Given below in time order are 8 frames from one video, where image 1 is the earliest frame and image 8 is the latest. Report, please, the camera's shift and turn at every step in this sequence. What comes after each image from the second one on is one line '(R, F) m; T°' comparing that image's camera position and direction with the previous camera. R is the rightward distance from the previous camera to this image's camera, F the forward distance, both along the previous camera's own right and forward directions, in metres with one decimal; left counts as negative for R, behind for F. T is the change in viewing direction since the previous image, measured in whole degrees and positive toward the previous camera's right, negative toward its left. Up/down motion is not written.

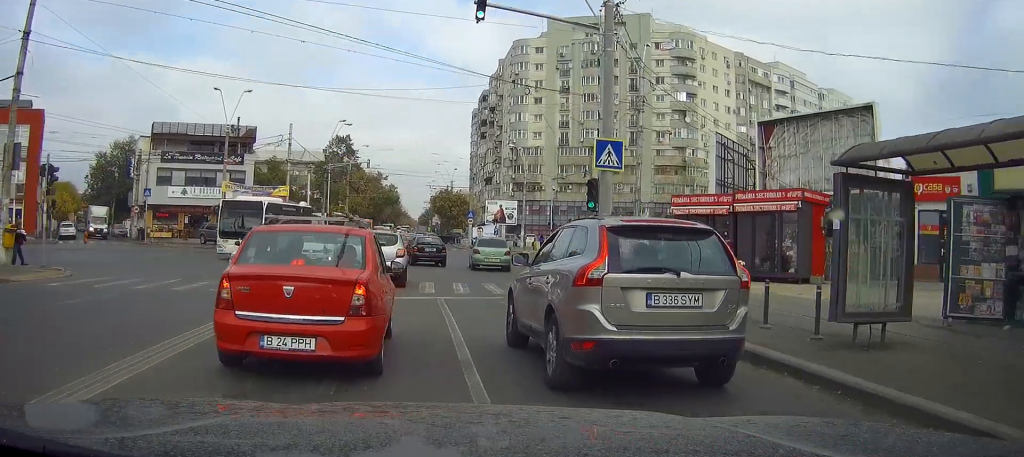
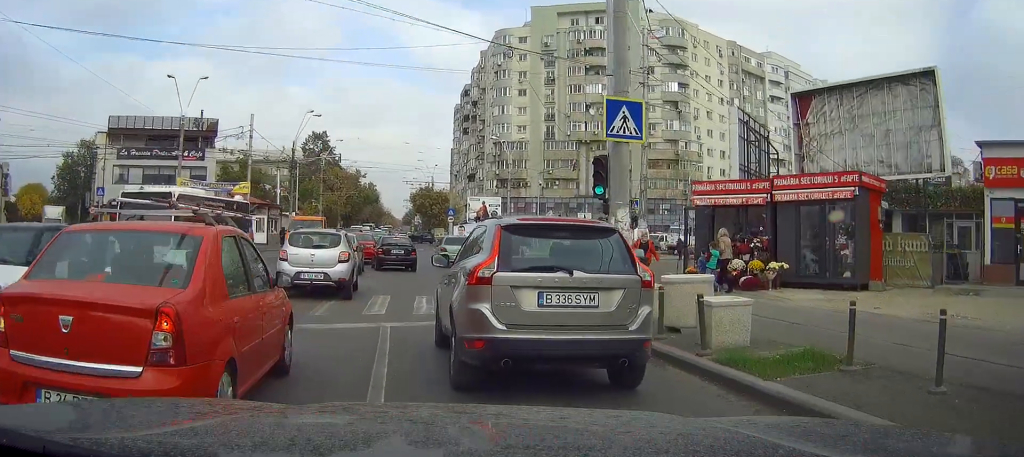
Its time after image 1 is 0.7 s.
(+0.1, +5.0) m; +1°
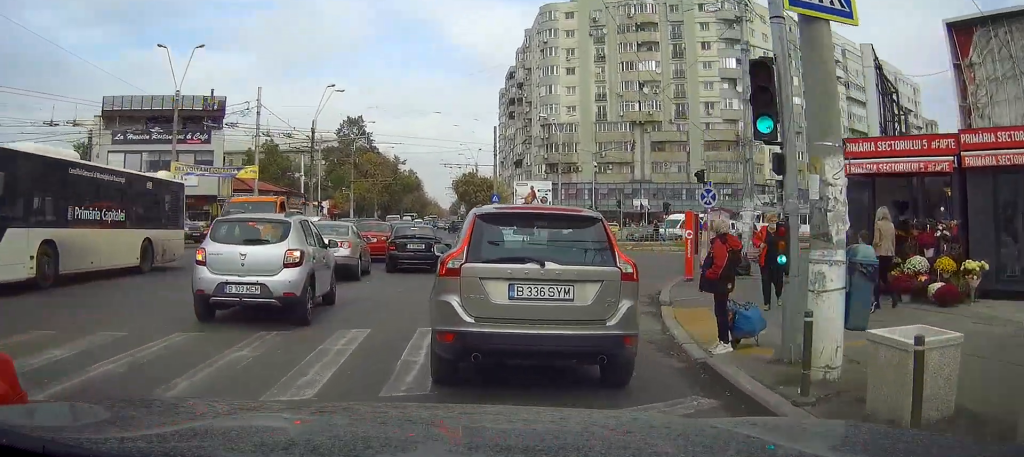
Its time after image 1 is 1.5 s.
(+0.1, +7.5) m; -1°
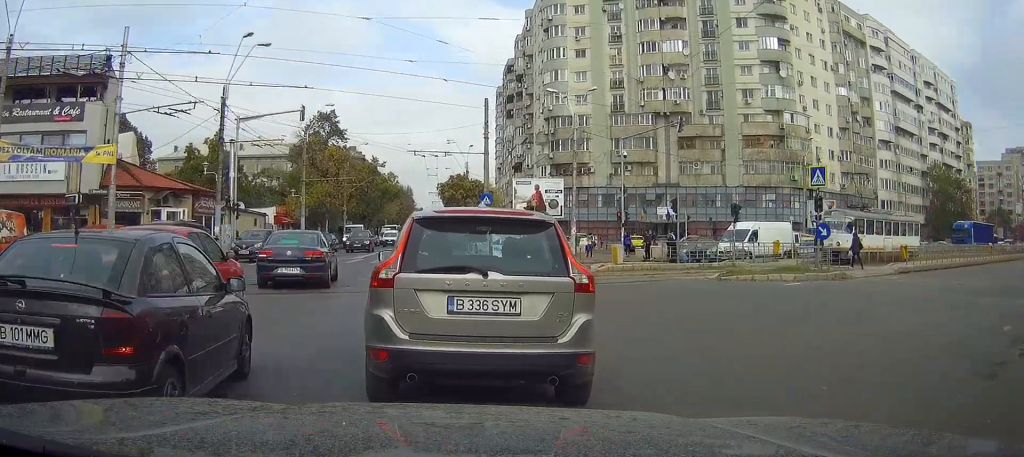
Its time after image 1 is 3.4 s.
(-0.5, +17.5) m; -3°
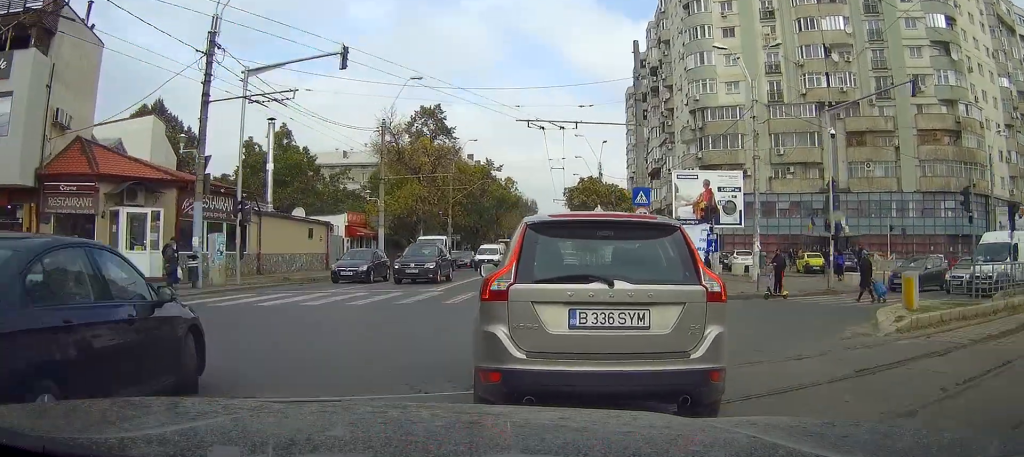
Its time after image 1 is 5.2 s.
(-0.8, +15.4) m; -8°
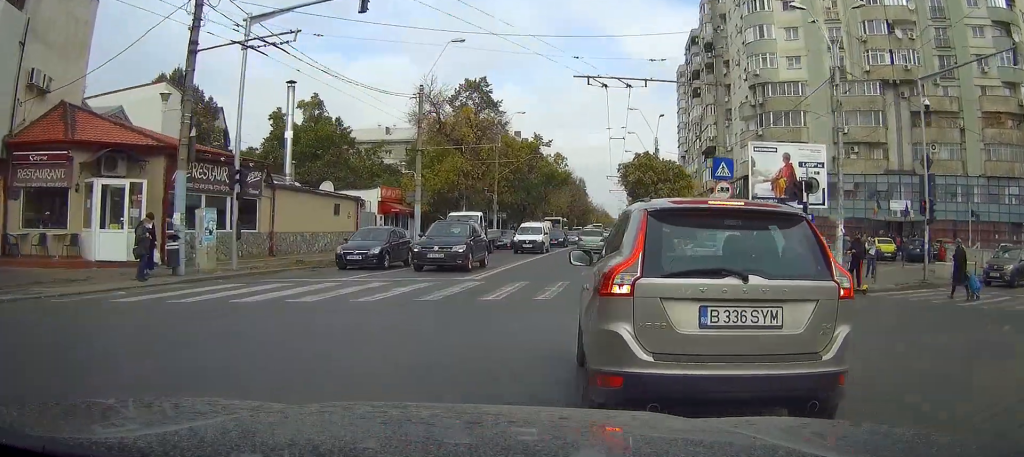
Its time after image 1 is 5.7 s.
(-0.1, +4.6) m; -2°
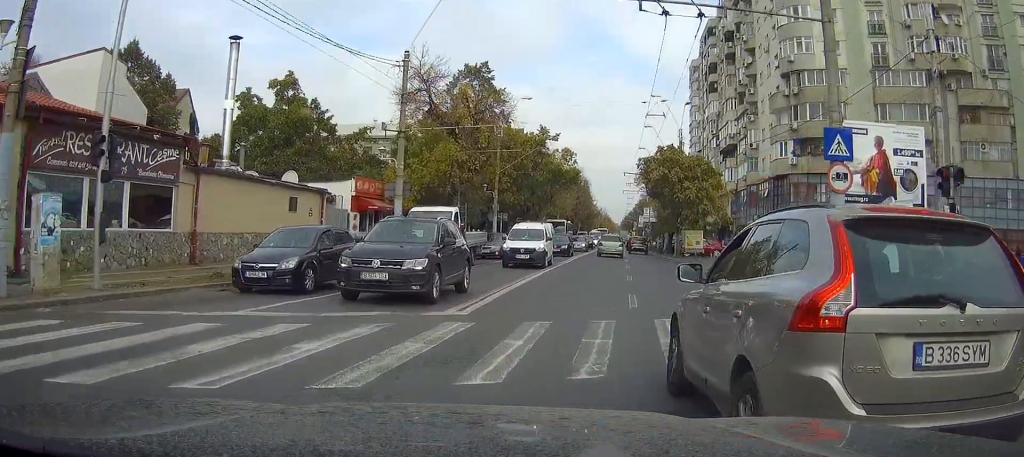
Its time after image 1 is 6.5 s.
(-0.3, +7.9) m; -1°
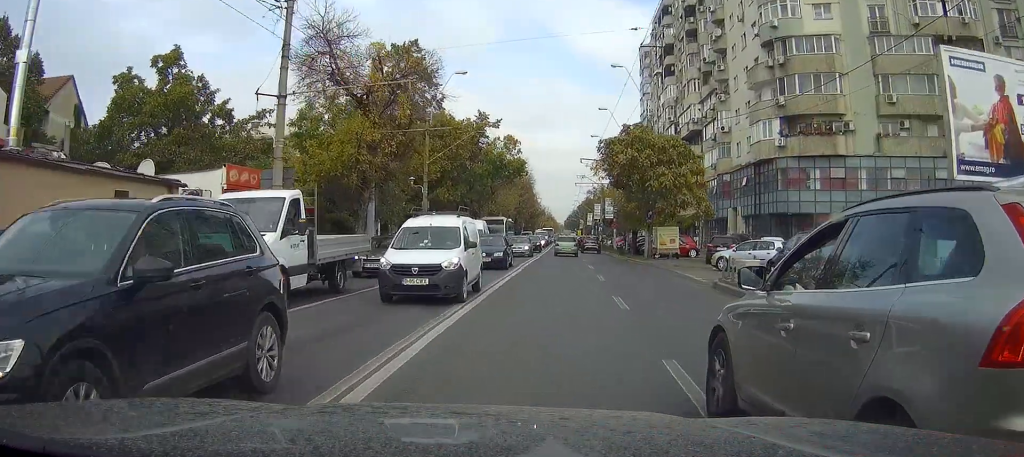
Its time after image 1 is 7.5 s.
(+0.2, +9.9) m; +3°
